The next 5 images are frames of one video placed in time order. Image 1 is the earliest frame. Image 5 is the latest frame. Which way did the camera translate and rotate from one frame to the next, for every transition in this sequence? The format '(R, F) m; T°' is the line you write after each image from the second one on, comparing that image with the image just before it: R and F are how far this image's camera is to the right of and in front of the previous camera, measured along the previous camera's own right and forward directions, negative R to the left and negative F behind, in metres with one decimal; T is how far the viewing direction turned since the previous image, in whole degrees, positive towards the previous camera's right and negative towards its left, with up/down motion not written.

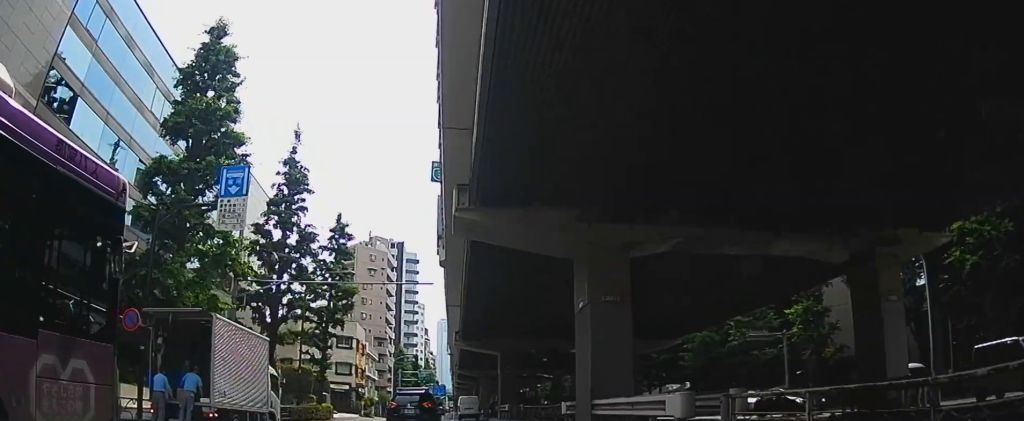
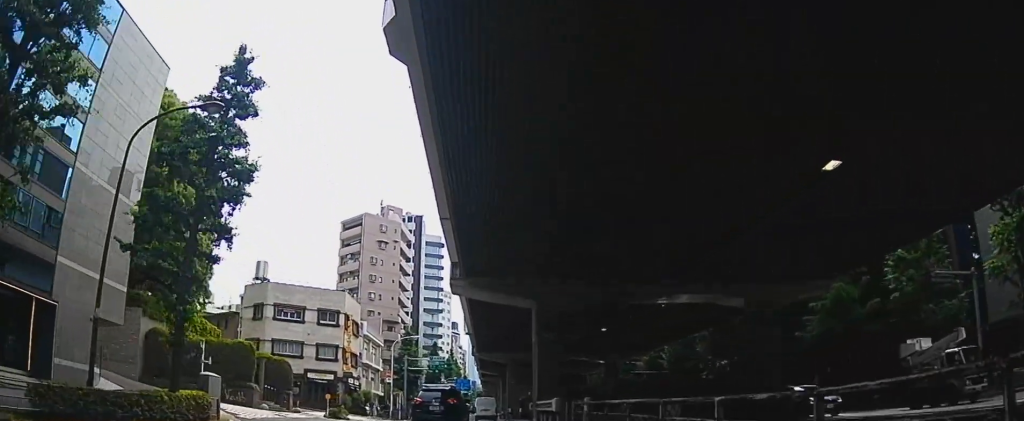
(-0.6, +19.1) m; -2°
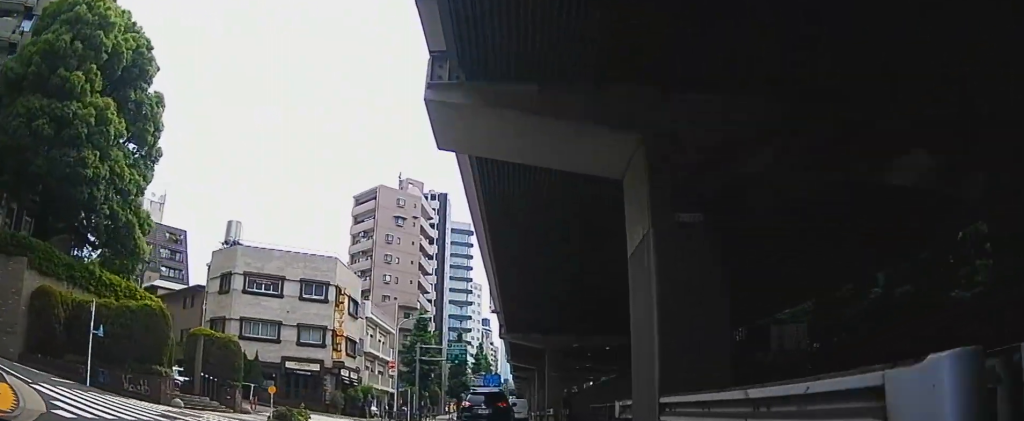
(+0.2, +13.9) m; +1°
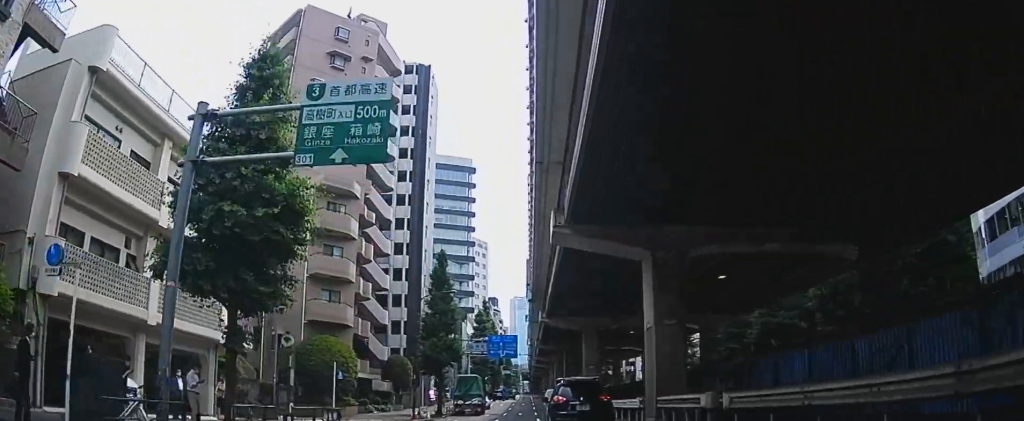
(-1.0, +43.9) m; -2°
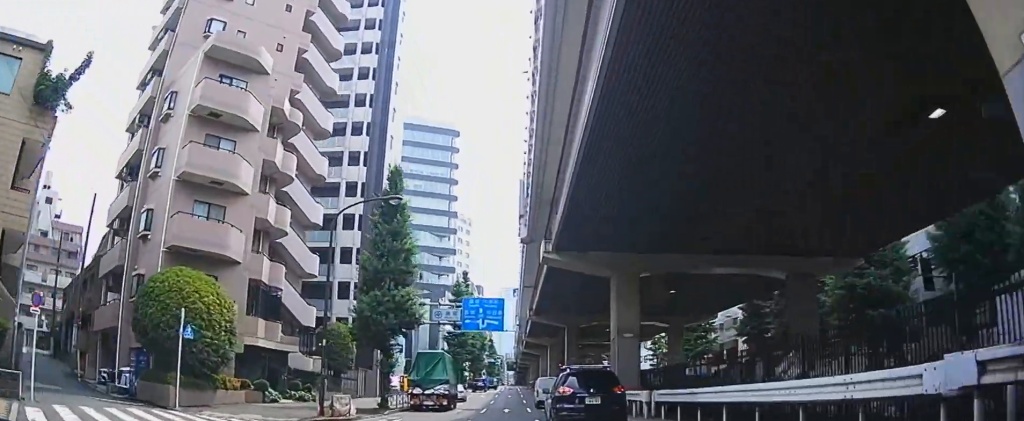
(0.0, +17.1) m; +2°
